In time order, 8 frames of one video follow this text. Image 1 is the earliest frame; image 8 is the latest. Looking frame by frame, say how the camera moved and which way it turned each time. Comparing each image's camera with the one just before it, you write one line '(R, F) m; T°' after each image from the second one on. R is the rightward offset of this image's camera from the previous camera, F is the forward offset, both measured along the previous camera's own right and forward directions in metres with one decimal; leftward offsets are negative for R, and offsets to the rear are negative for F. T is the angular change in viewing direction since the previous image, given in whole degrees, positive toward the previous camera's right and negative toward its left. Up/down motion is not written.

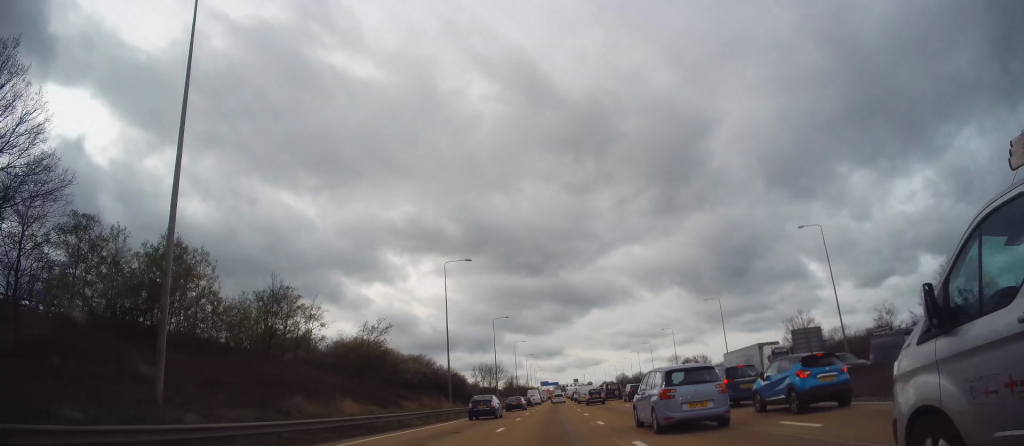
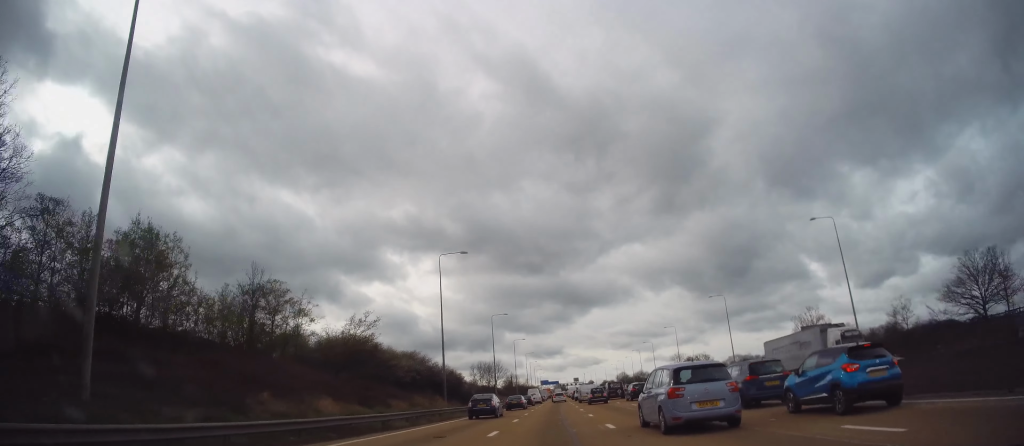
(-0.1, +2.9) m; 0°
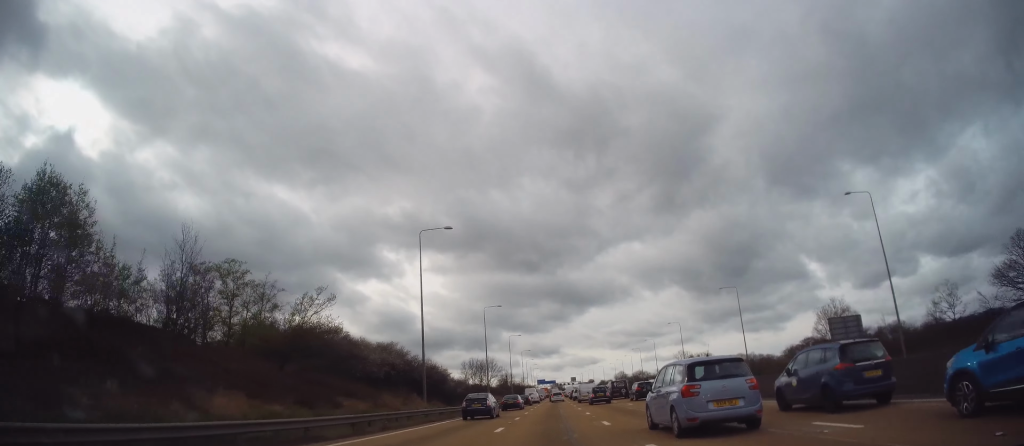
(+0.3, +7.5) m; +4°
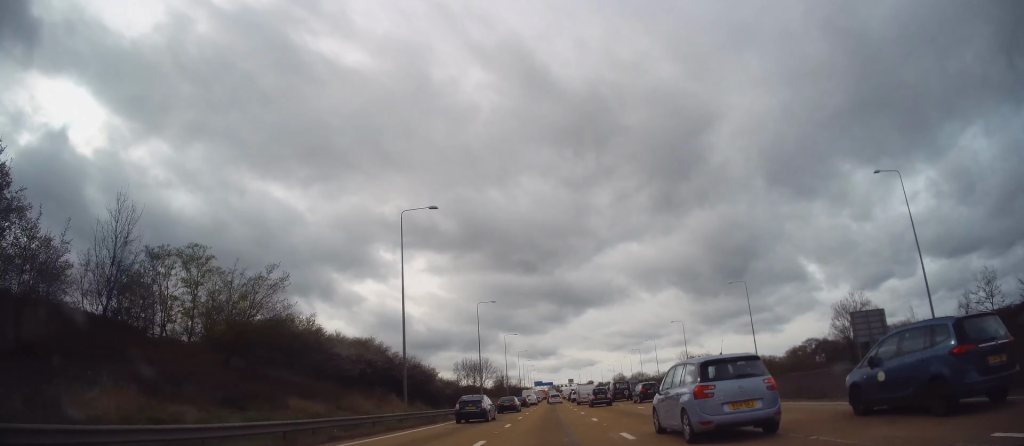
(+0.3, +4.9) m; -1°
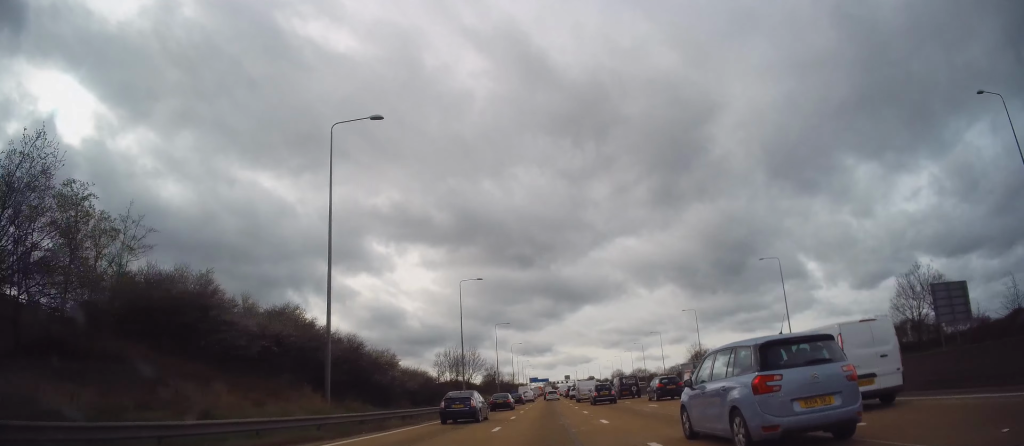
(-0.7, +13.0) m; -1°
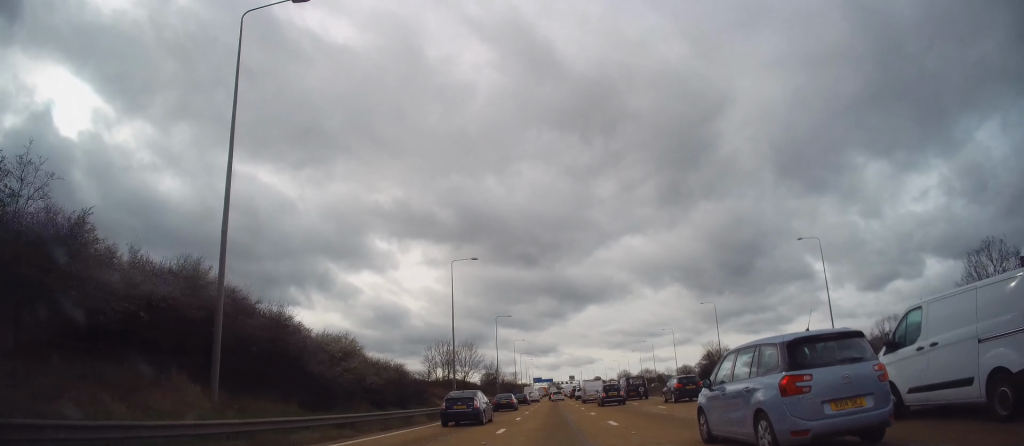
(+0.2, +9.7) m; +3°
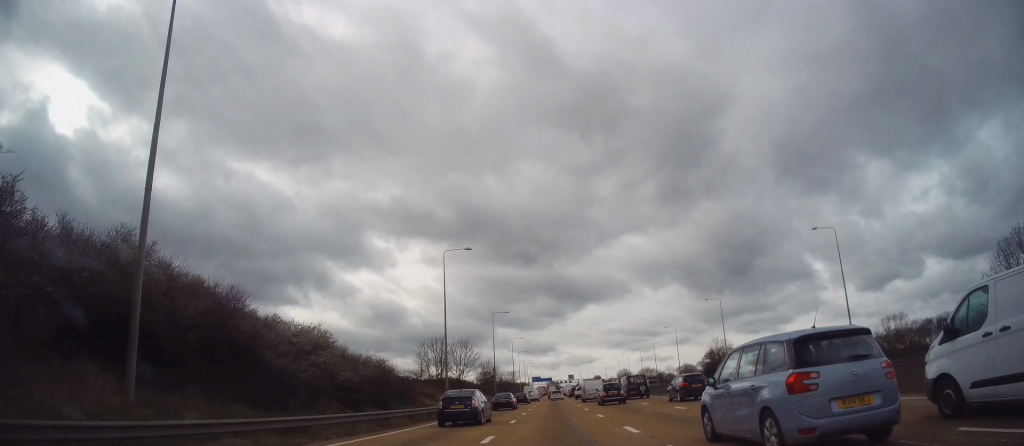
(+0.1, +3.7) m; 0°
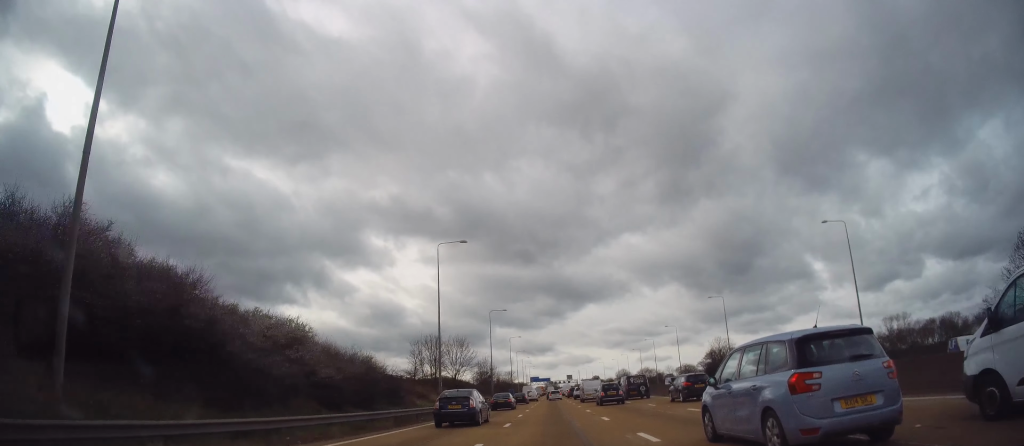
(+0.1, +2.4) m; 0°
